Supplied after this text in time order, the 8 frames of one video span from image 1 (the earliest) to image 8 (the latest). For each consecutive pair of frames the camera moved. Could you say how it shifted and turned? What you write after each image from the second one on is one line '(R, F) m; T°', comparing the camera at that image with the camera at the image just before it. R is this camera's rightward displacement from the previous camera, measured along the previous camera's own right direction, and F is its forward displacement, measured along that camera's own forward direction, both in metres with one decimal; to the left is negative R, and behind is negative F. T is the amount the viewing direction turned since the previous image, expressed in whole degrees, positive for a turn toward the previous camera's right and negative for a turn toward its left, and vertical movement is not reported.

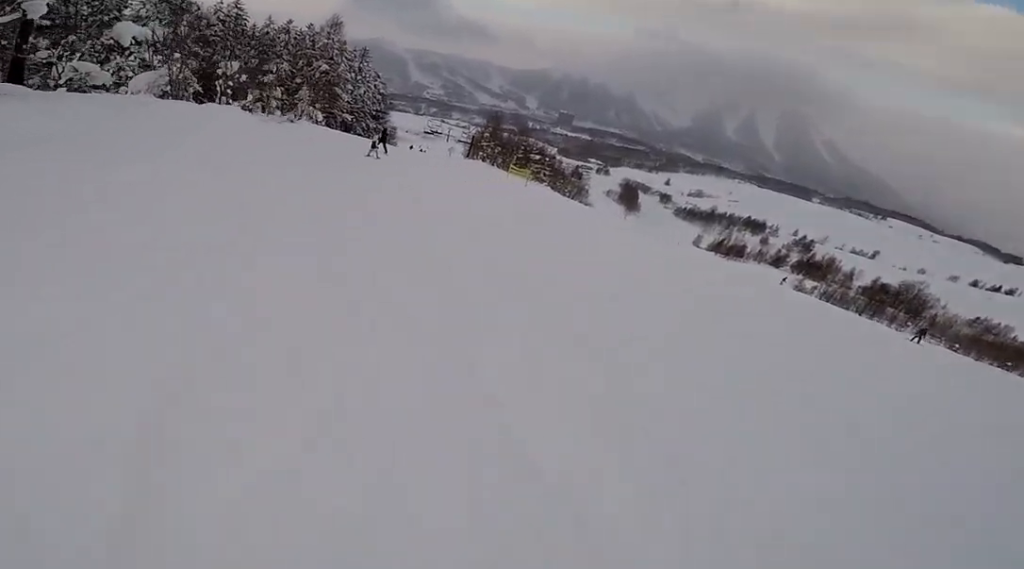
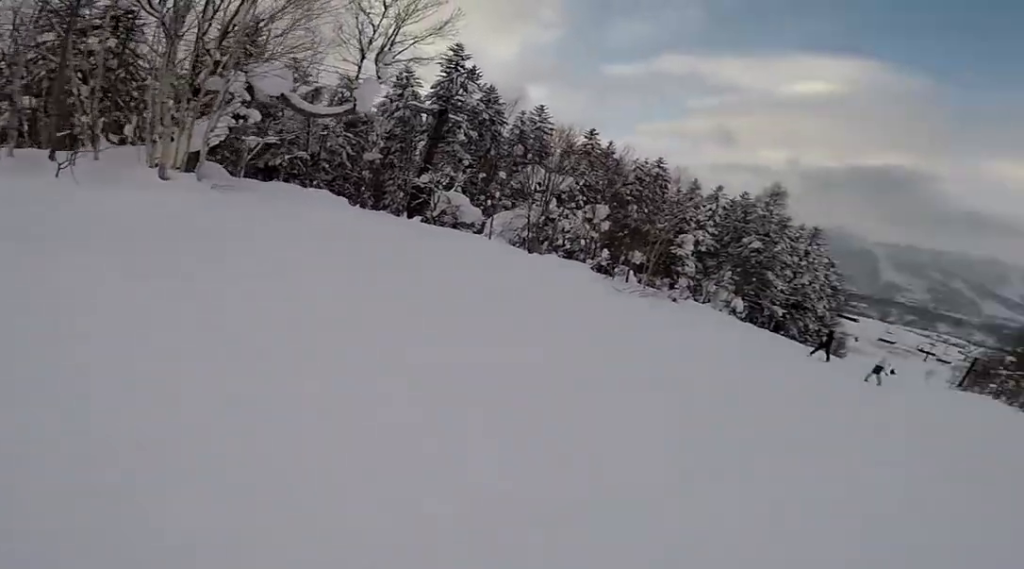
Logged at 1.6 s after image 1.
(-2.3, +8.2) m; -16°
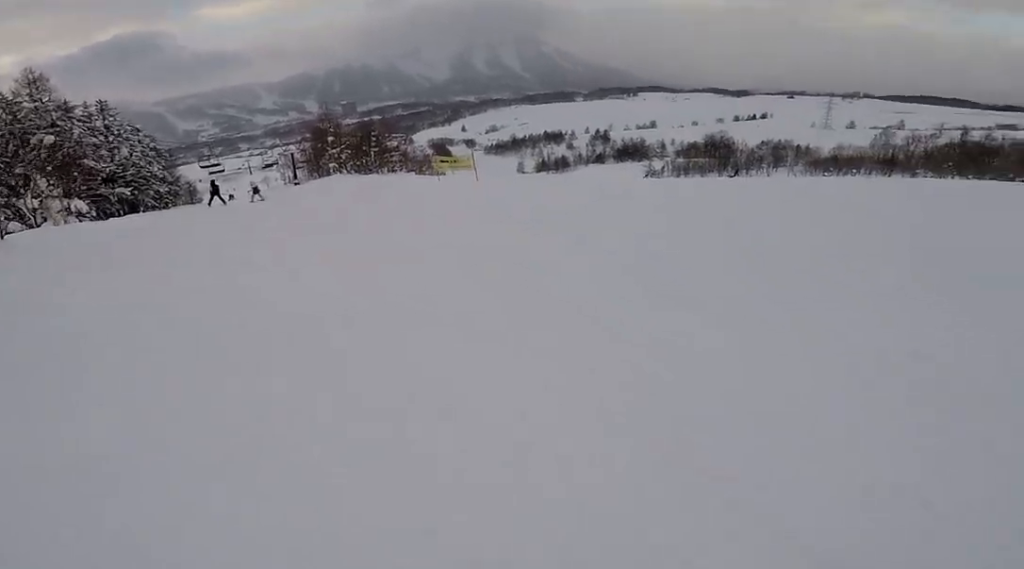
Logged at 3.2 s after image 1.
(+2.1, +7.4) m; +28°
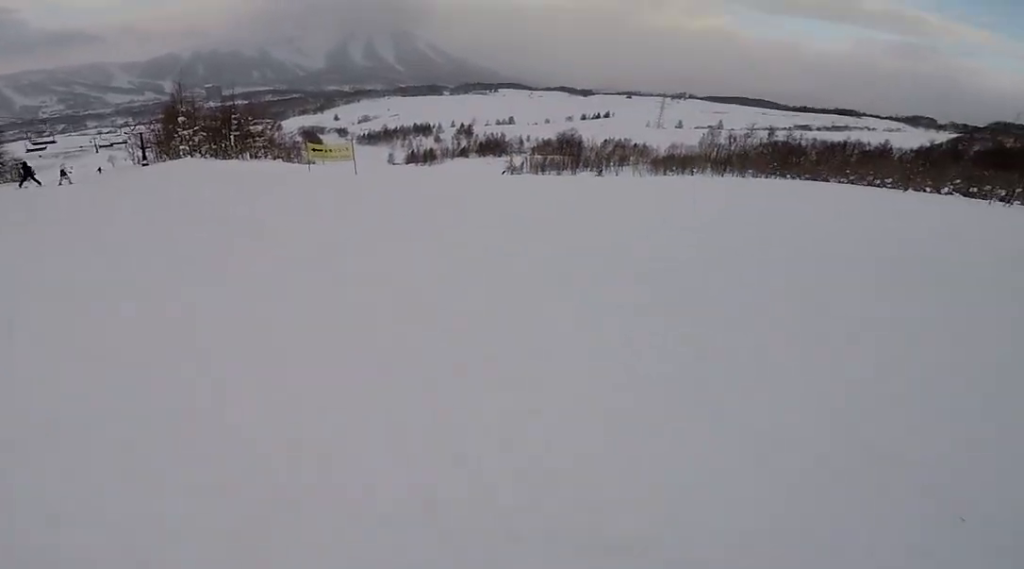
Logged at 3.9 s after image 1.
(+0.7, +3.4) m; -3°
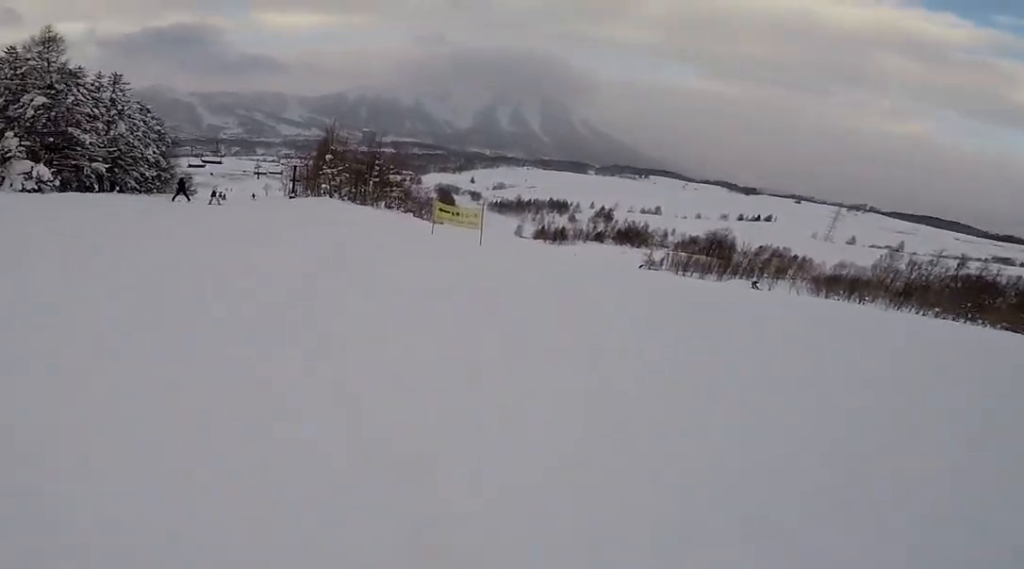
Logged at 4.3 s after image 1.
(-0.5, +1.9) m; -12°
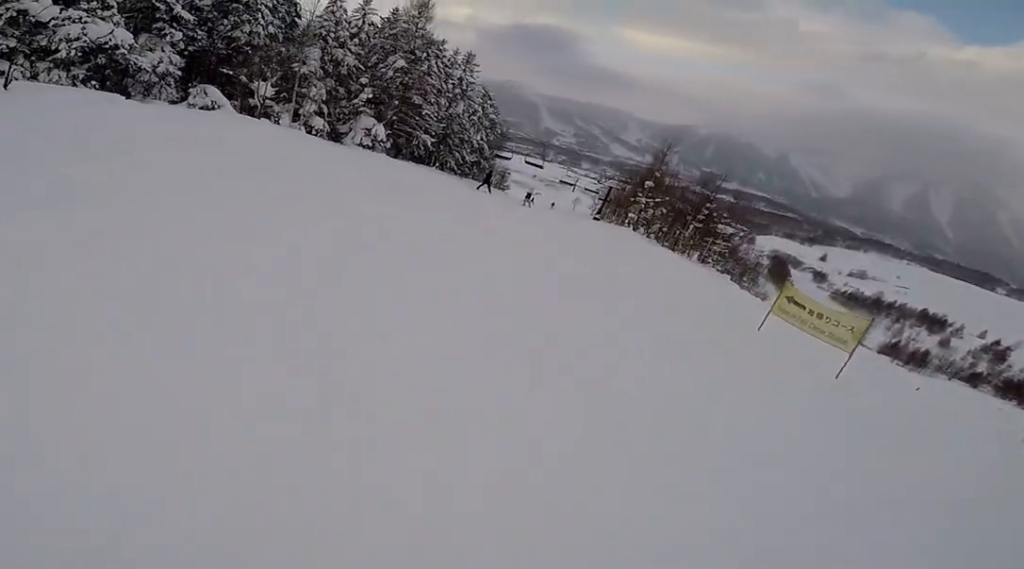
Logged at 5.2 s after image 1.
(-0.9, +4.0) m; -18°
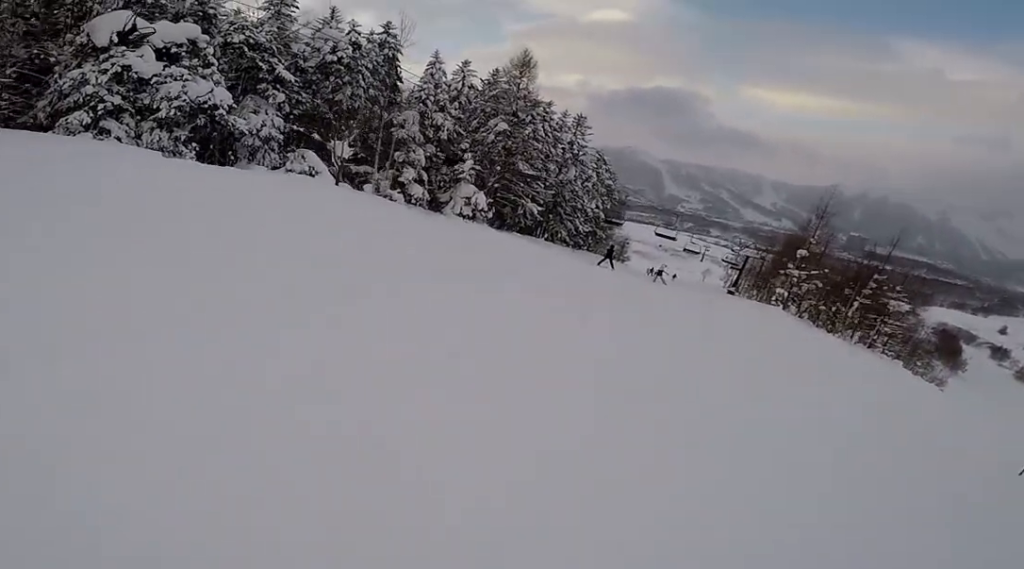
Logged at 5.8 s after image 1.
(-0.4, +3.2) m; -7°
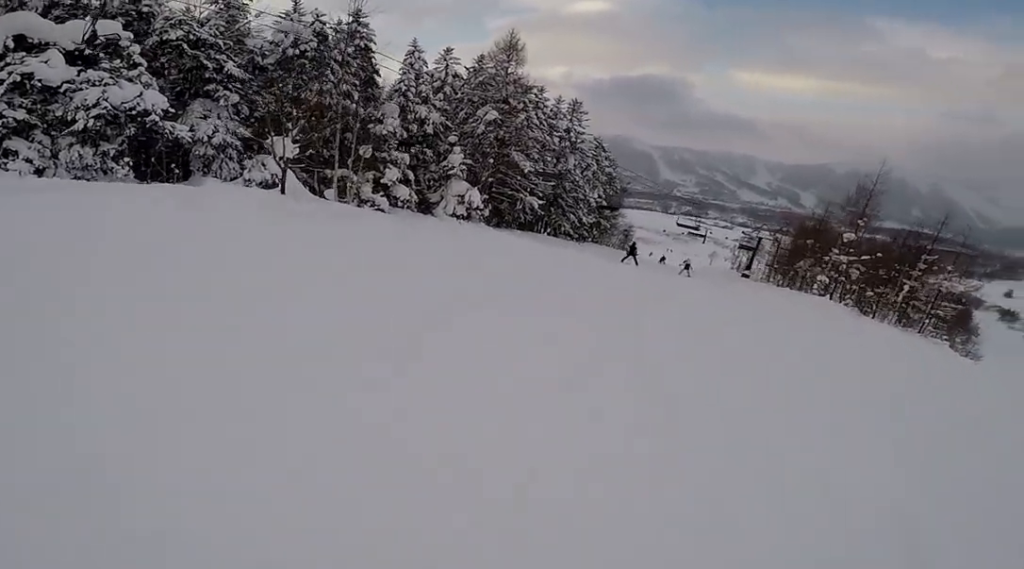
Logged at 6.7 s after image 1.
(0.0, +4.2) m; +7°
